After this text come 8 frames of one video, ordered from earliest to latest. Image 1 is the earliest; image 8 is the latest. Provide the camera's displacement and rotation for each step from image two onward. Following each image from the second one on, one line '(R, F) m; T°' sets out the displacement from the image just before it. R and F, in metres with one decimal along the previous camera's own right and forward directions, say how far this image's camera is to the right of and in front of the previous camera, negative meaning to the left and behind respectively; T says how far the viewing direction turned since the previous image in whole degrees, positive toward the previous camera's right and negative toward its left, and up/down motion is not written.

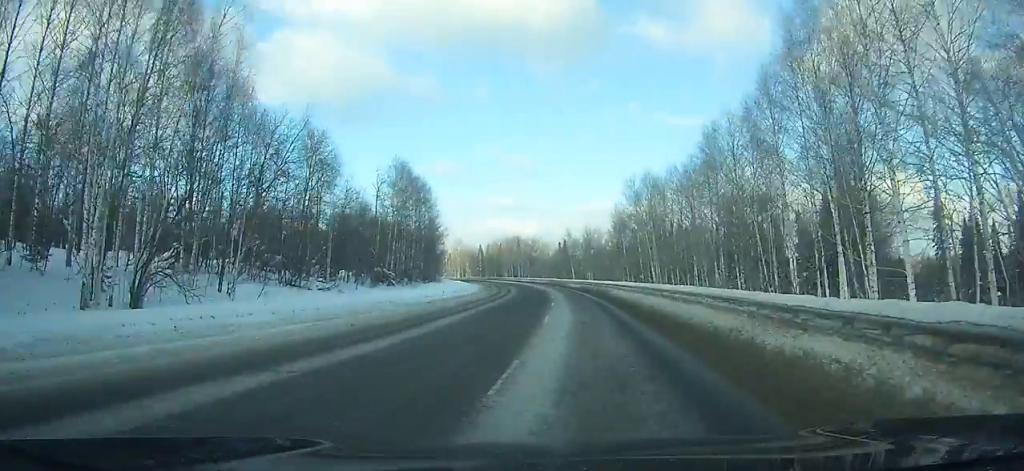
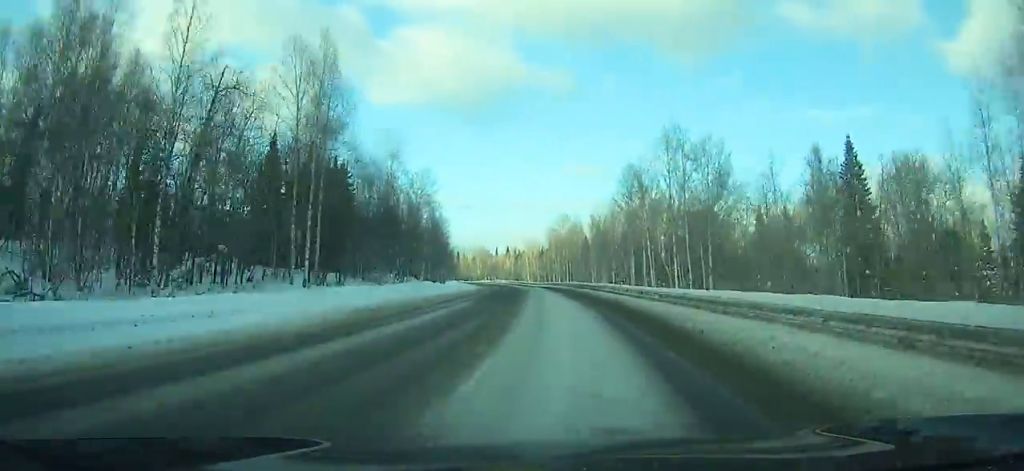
(-15.1, +145.5) m; -14°
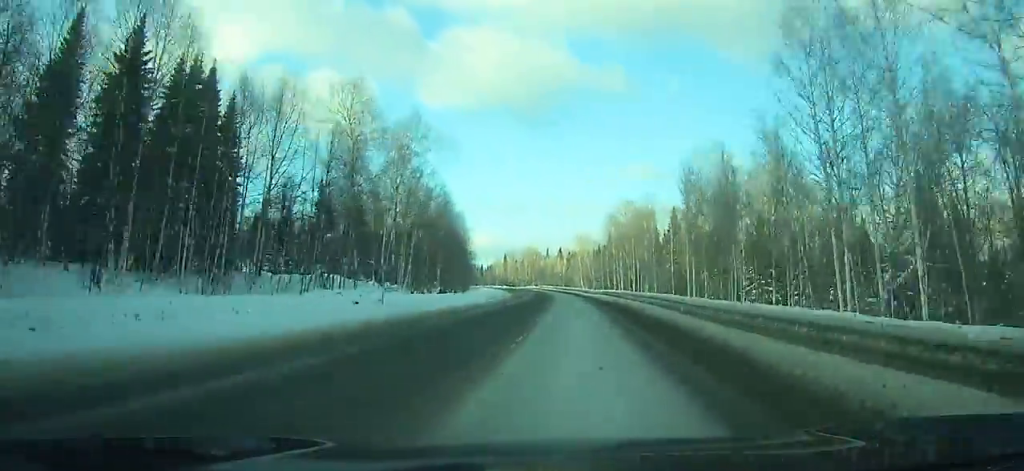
(-2.4, +42.8) m; -4°
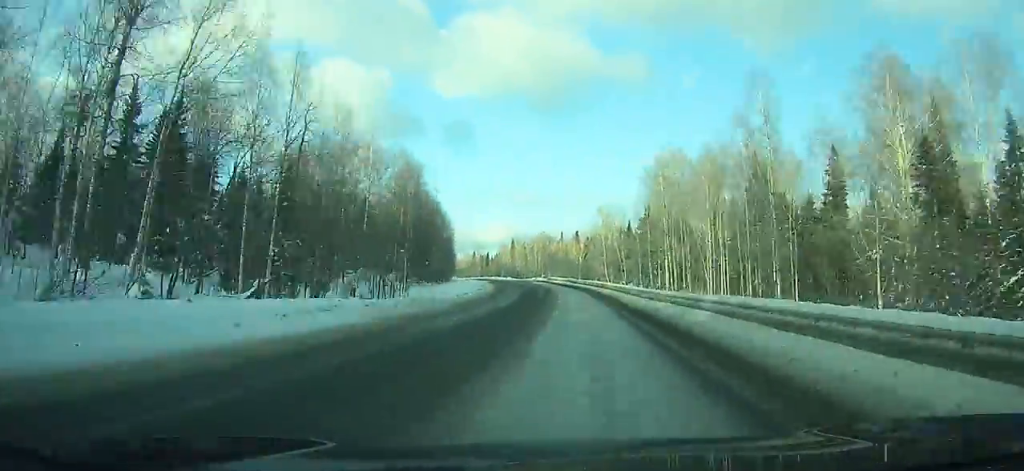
(-1.9, +50.2) m; -4°
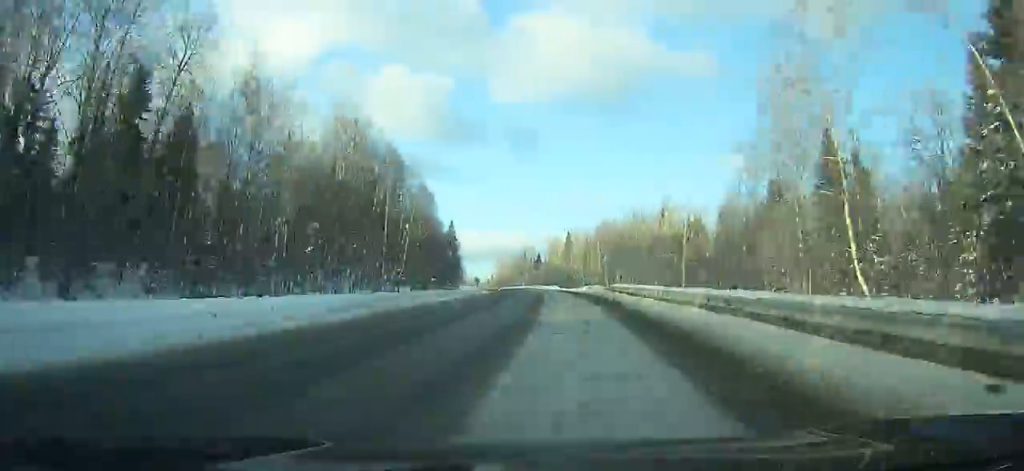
(-4.9, +84.1) m; -7°
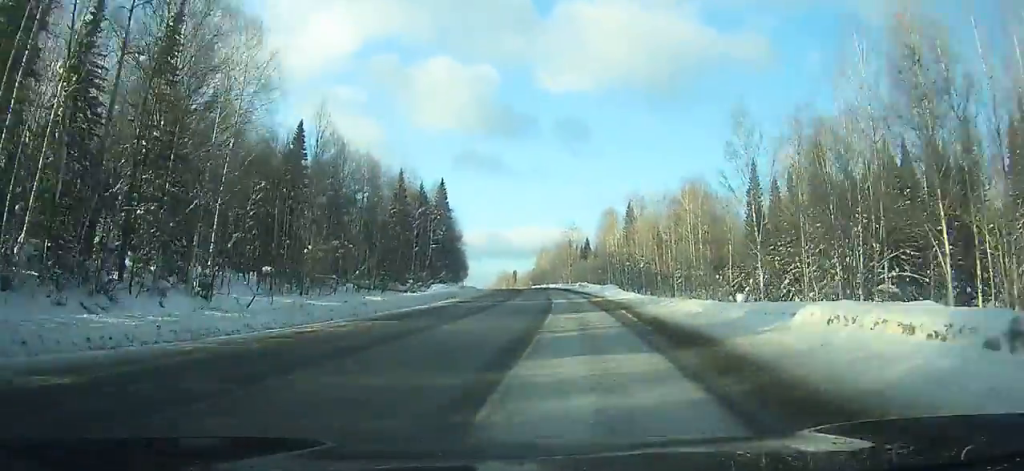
(-3.3, +67.9) m; -5°
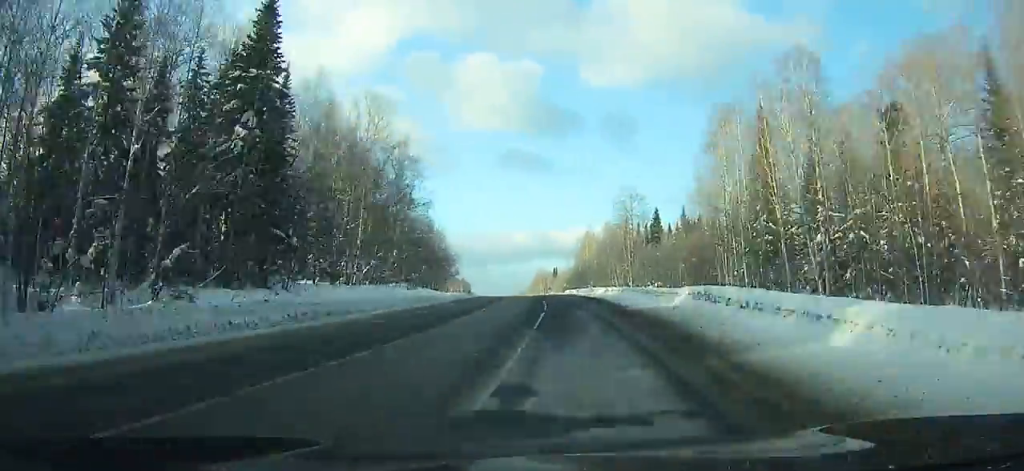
(-3.4, +72.9) m; -6°
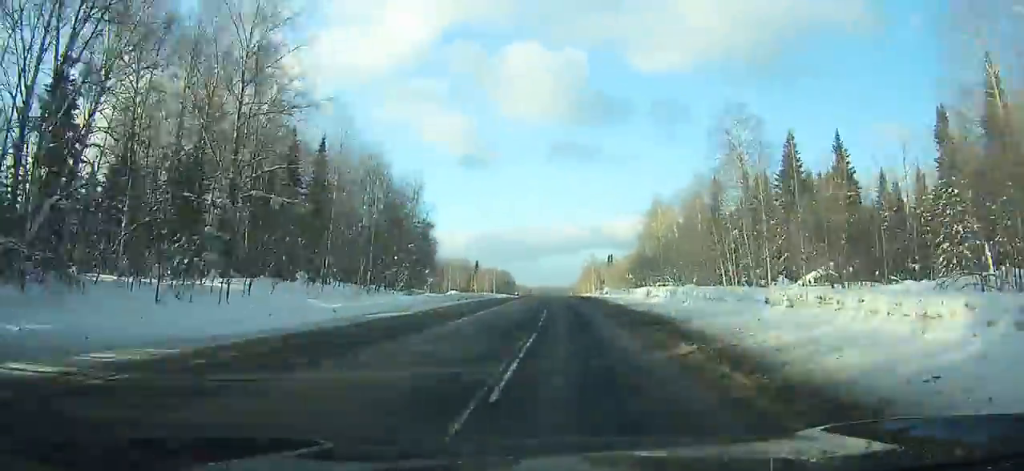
(-2.1, +53.2) m; -4°
